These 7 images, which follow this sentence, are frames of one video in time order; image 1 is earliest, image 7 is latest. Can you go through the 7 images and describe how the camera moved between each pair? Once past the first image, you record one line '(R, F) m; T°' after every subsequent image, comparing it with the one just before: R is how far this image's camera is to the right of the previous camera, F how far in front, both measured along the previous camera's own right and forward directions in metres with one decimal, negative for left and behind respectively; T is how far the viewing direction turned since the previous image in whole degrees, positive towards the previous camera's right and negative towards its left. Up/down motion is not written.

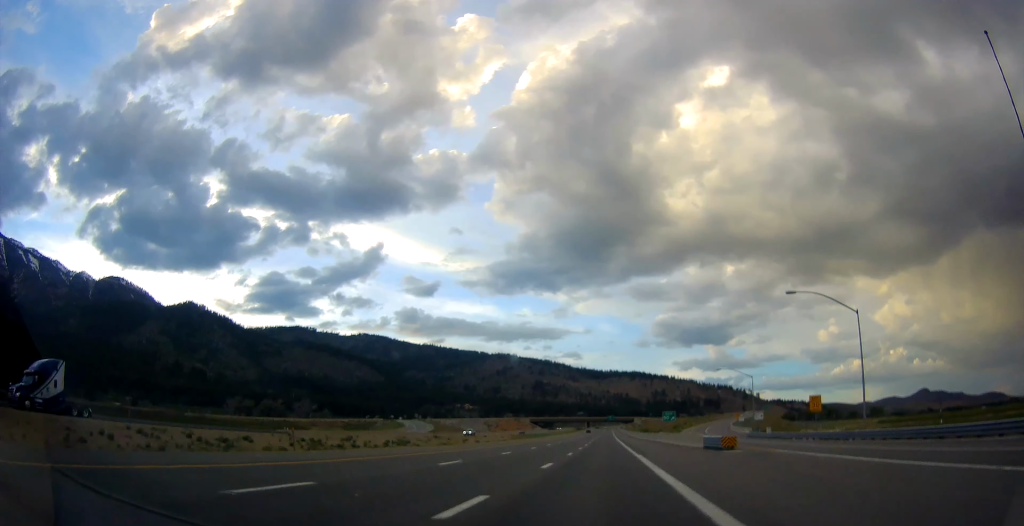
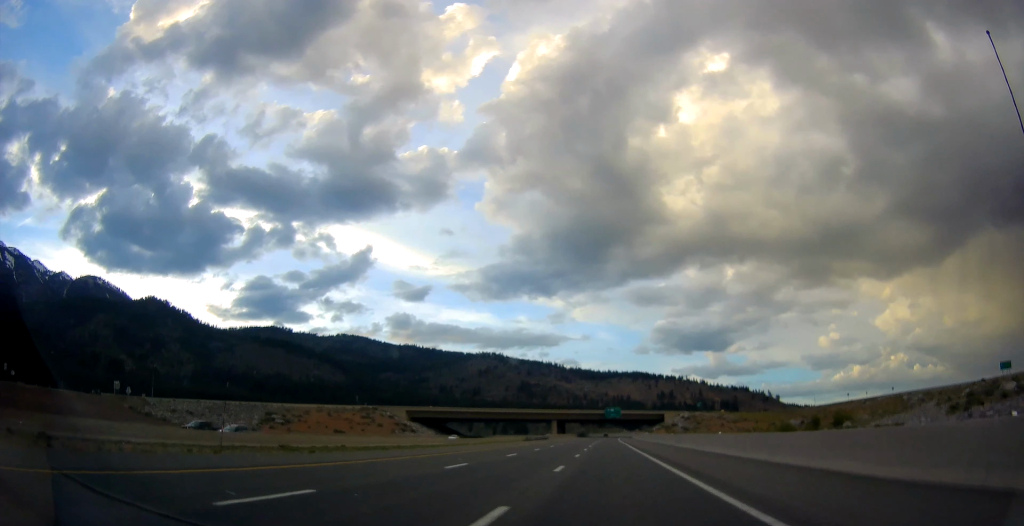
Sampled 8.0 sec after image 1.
(+0.7, +258.3) m; +3°
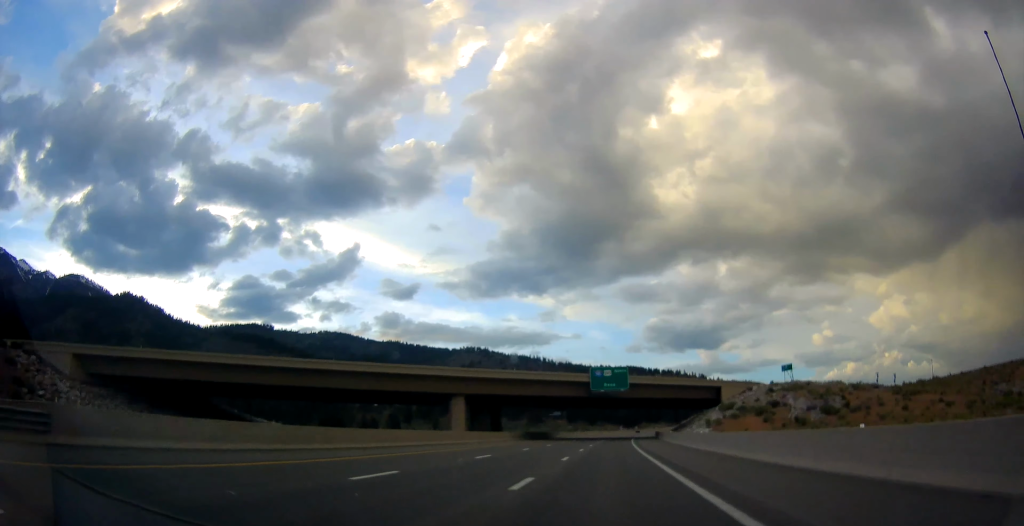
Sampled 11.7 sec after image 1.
(-2.8, +117.9) m; +2°
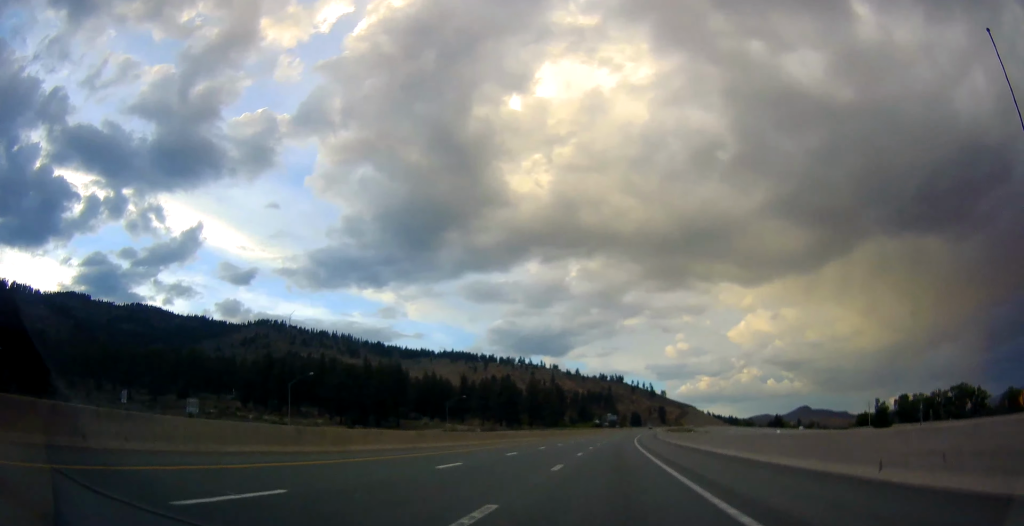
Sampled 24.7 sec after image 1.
(+66.0, +447.4) m; +17°
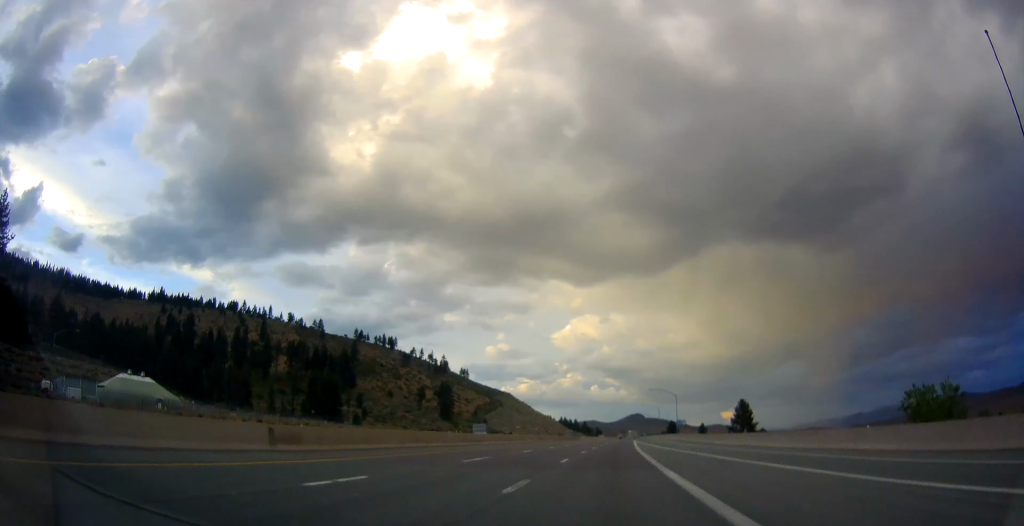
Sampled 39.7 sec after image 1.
(+89.7, +621.3) m; +12°
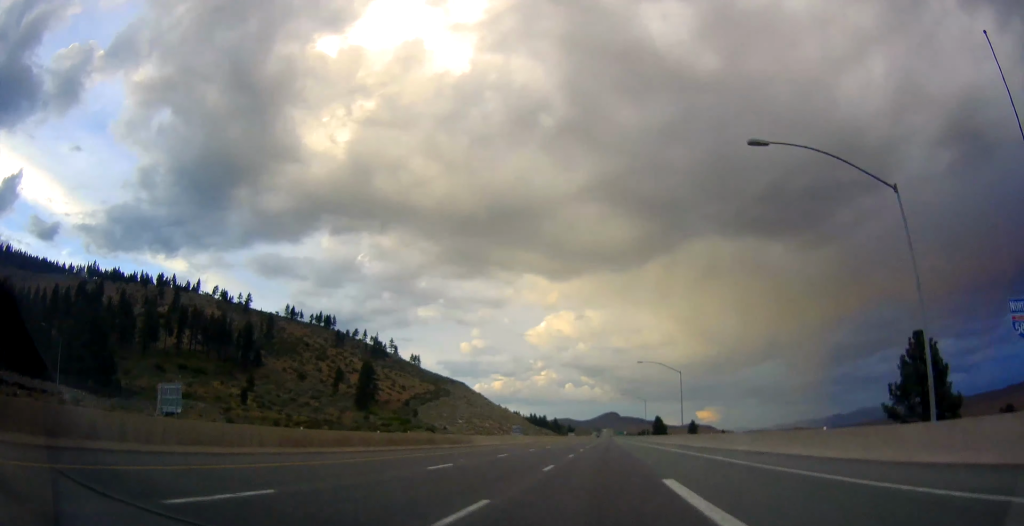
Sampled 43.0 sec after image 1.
(+2.2, +126.4) m; +1°
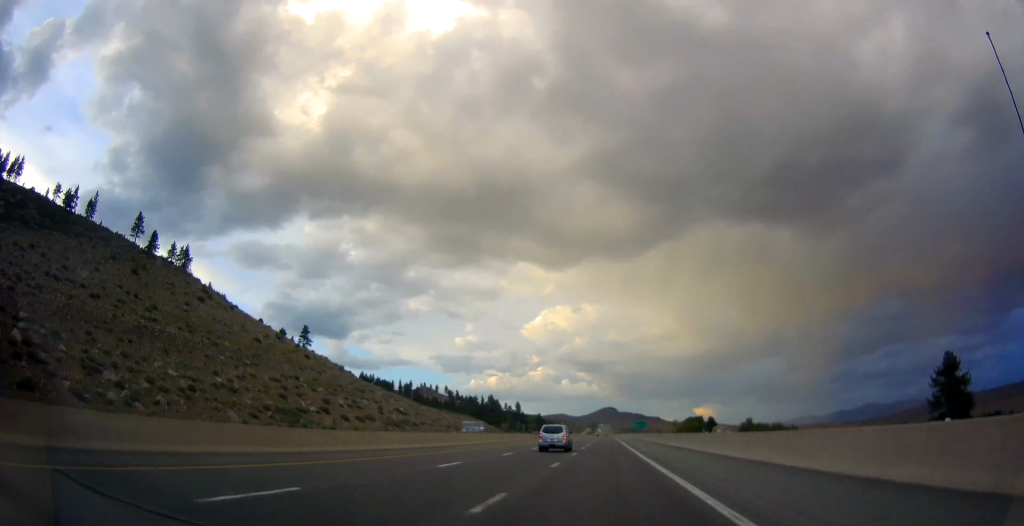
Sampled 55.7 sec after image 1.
(+1.9, +280.3) m; 0°
